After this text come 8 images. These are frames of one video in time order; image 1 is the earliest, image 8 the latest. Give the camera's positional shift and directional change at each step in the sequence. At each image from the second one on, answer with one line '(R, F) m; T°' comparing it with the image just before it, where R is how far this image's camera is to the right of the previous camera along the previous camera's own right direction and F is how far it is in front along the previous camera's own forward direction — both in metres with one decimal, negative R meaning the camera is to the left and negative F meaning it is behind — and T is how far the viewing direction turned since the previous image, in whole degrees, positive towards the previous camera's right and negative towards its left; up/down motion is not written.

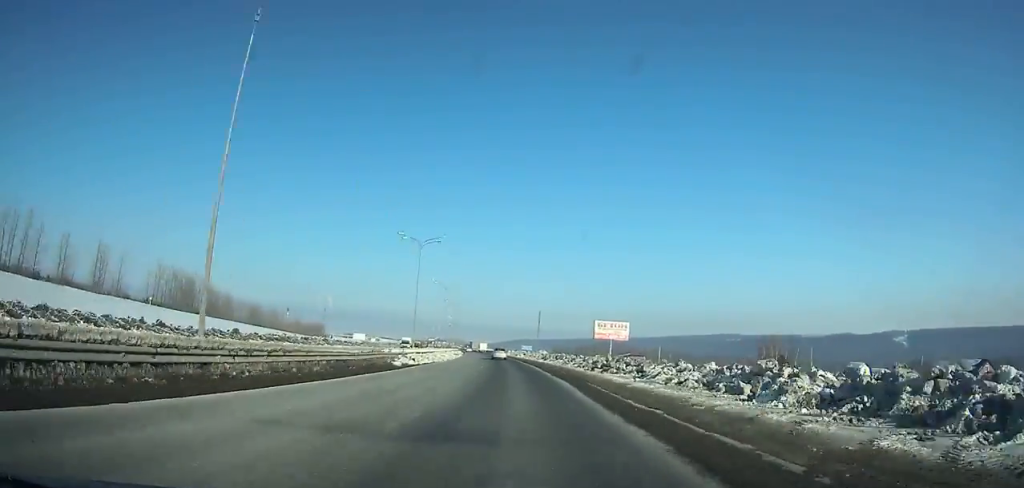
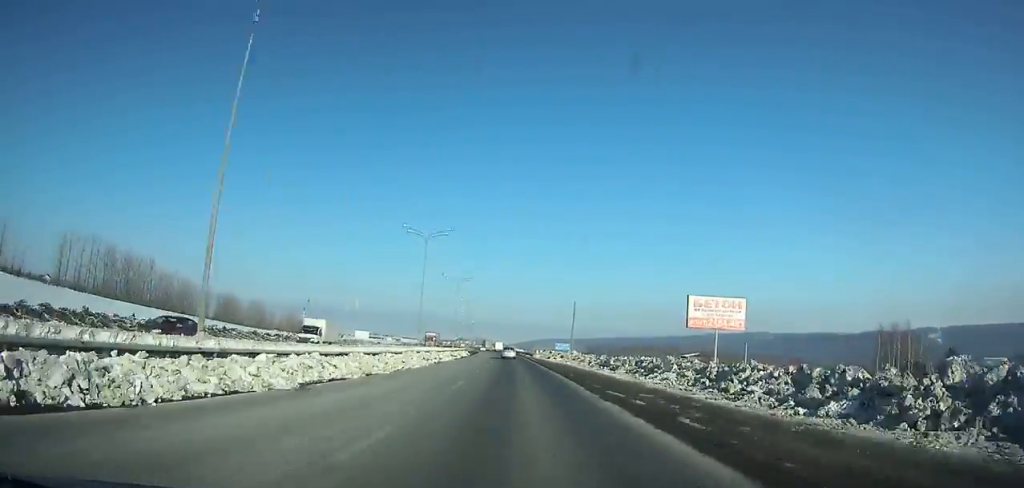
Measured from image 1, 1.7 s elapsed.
(-0.9, +42.1) m; -2°
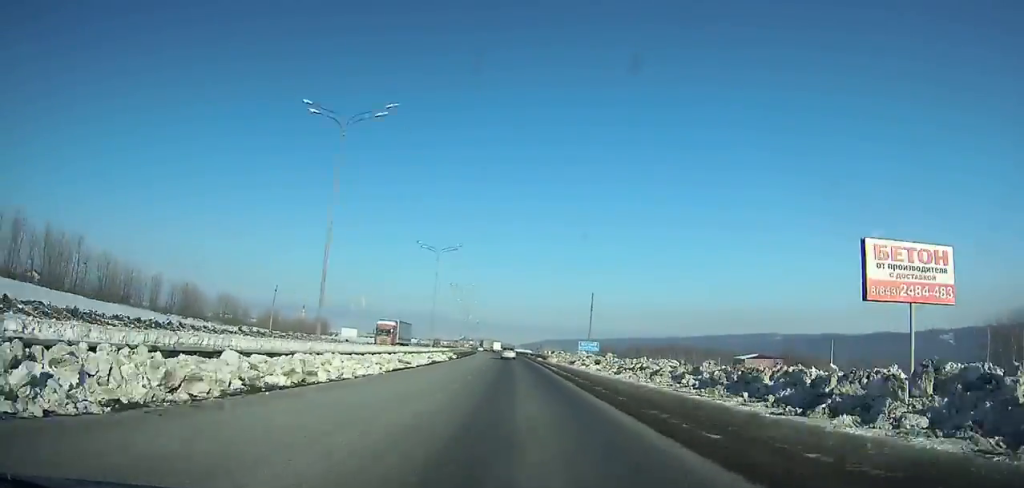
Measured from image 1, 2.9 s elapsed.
(-0.2, +29.6) m; -1°
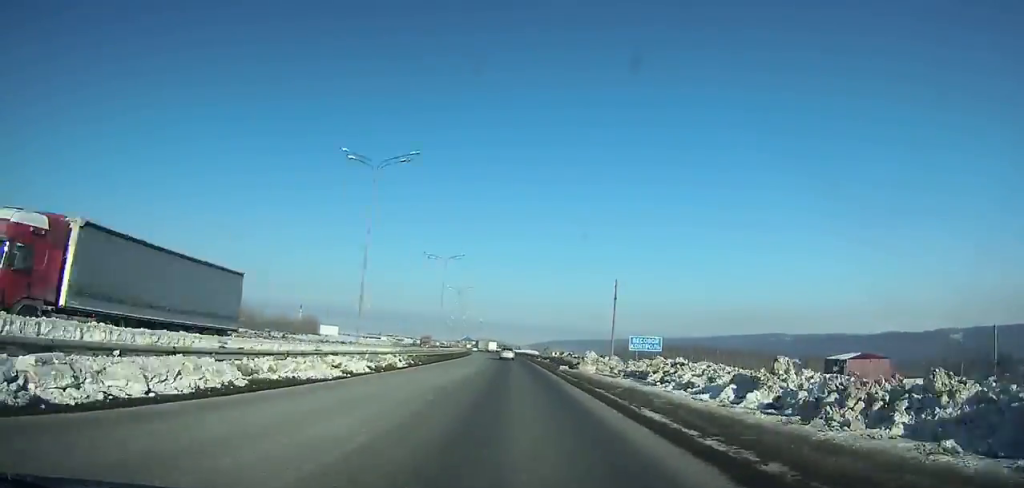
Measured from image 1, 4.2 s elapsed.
(-0.5, +32.1) m; -1°
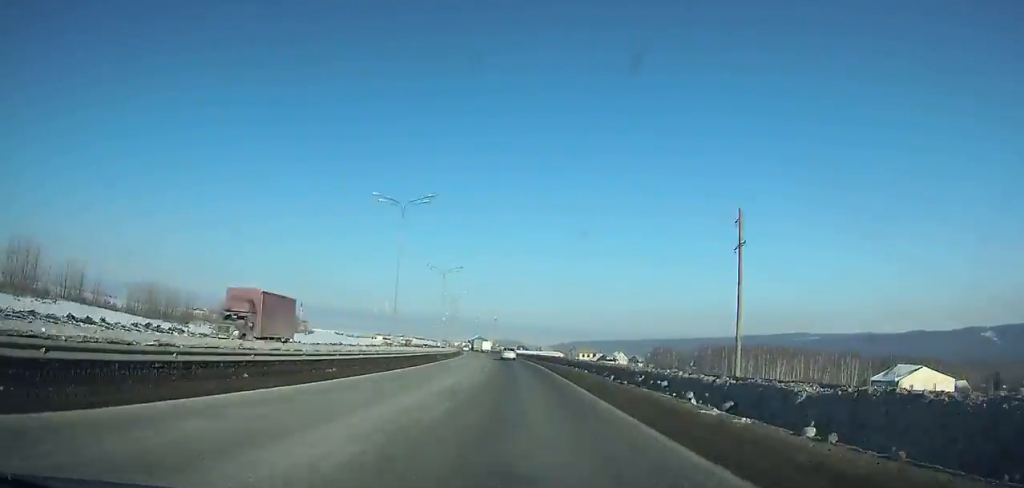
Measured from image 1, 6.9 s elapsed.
(-1.2, +66.7) m; -2°
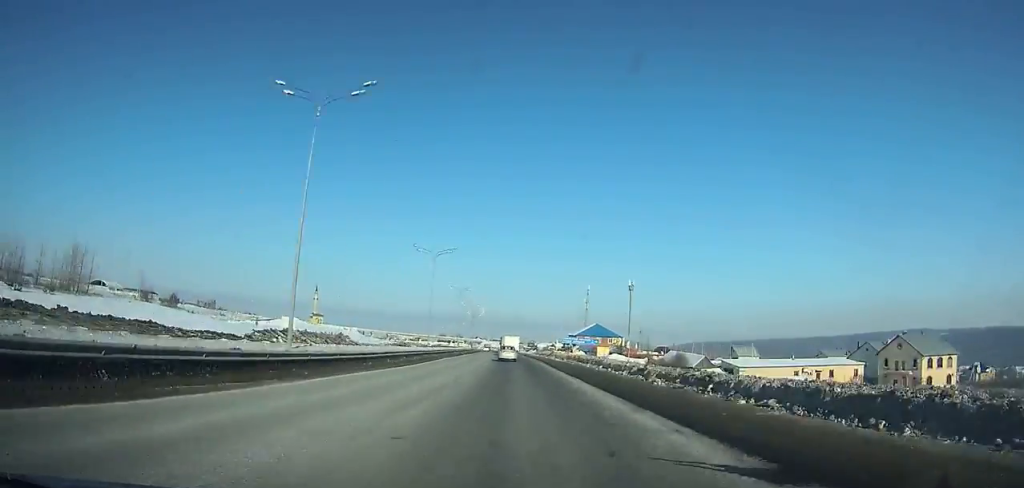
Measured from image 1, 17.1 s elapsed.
(-20.6, +247.0) m; -9°
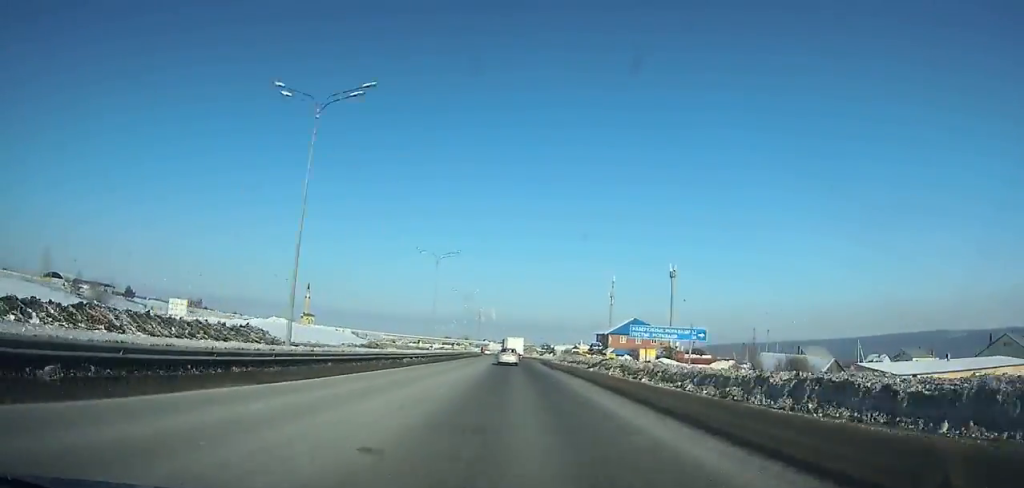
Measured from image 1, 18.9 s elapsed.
(-0.4, +41.2) m; -1°
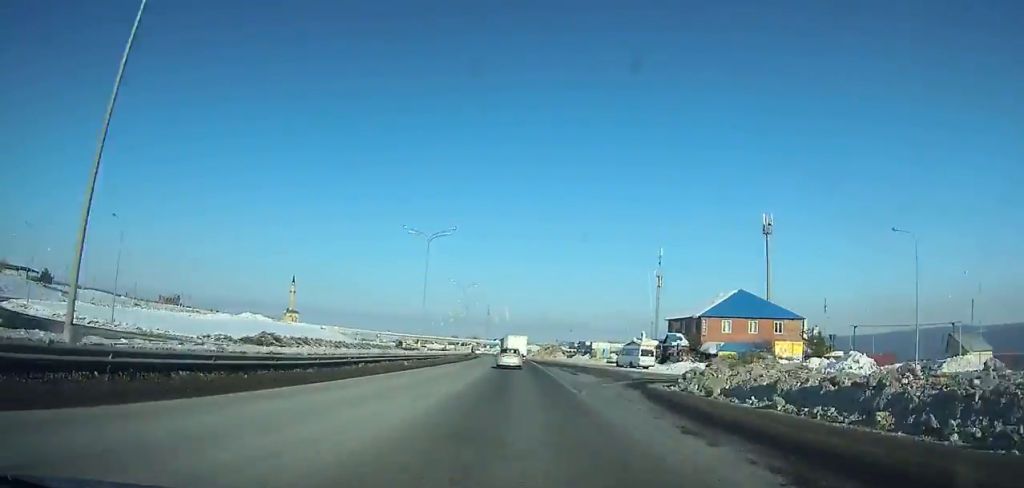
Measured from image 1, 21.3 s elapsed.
(-0.5, +53.3) m; -1°
